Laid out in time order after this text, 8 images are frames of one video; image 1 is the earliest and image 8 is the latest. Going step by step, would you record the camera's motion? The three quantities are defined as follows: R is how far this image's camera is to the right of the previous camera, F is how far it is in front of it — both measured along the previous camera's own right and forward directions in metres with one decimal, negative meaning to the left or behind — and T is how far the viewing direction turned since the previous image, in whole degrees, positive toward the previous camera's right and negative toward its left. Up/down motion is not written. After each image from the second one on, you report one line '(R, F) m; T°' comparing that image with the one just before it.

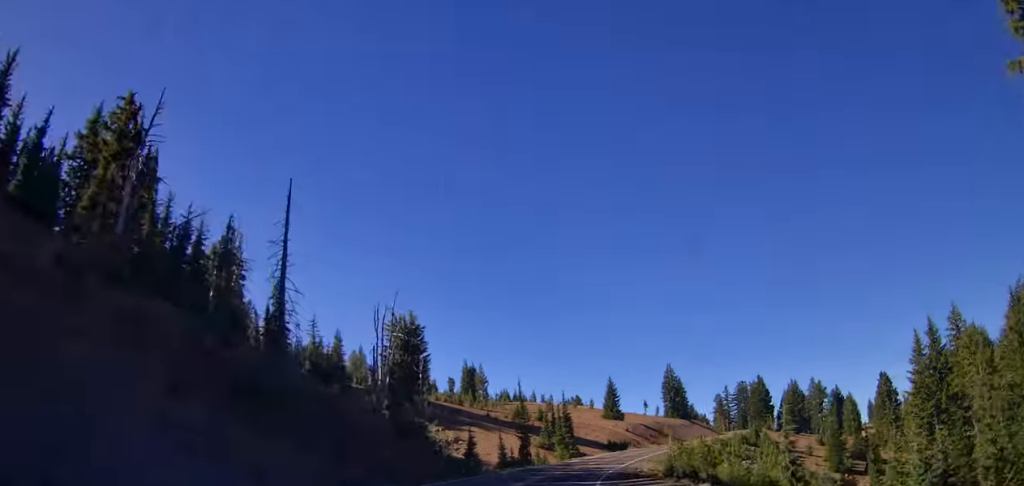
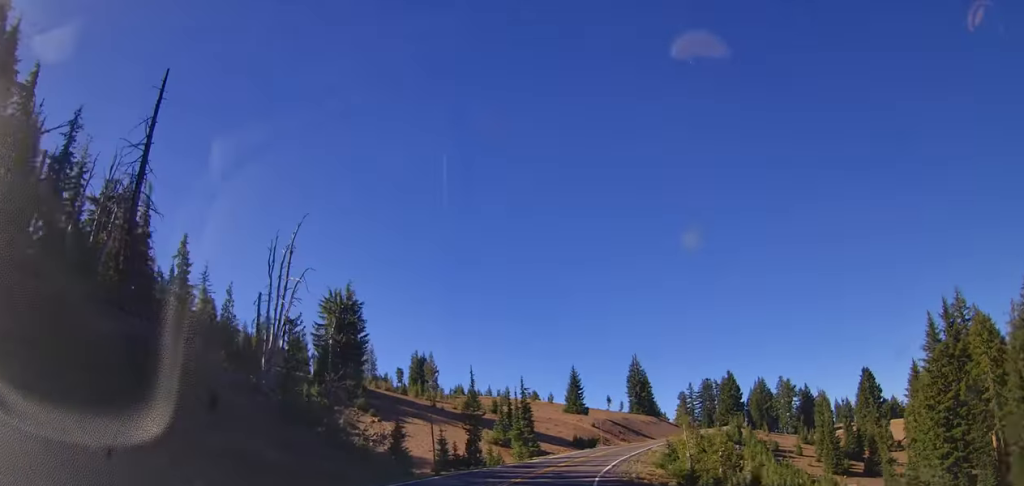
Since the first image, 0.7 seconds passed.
(+2.1, +13.3) m; +8°
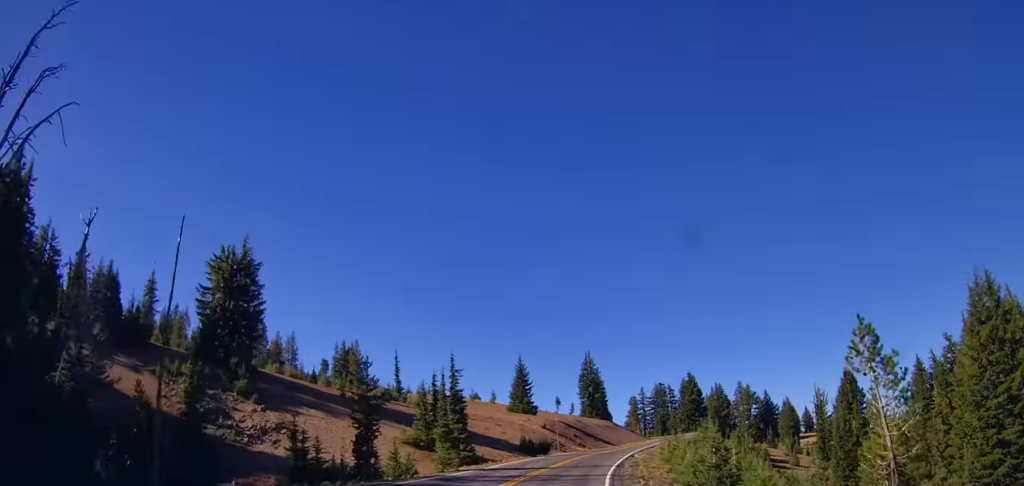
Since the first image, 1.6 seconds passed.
(+0.3, +18.7) m; +1°
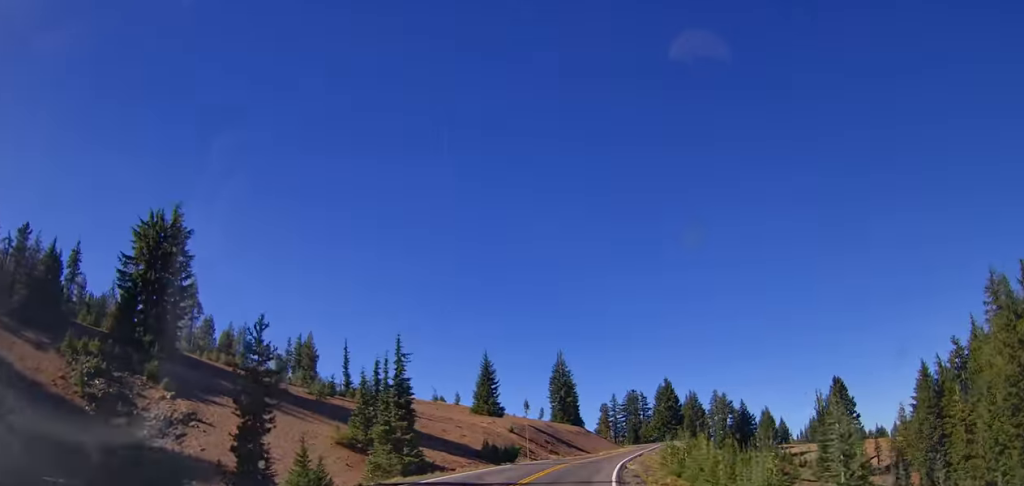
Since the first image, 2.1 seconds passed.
(0.0, +9.9) m; 0°
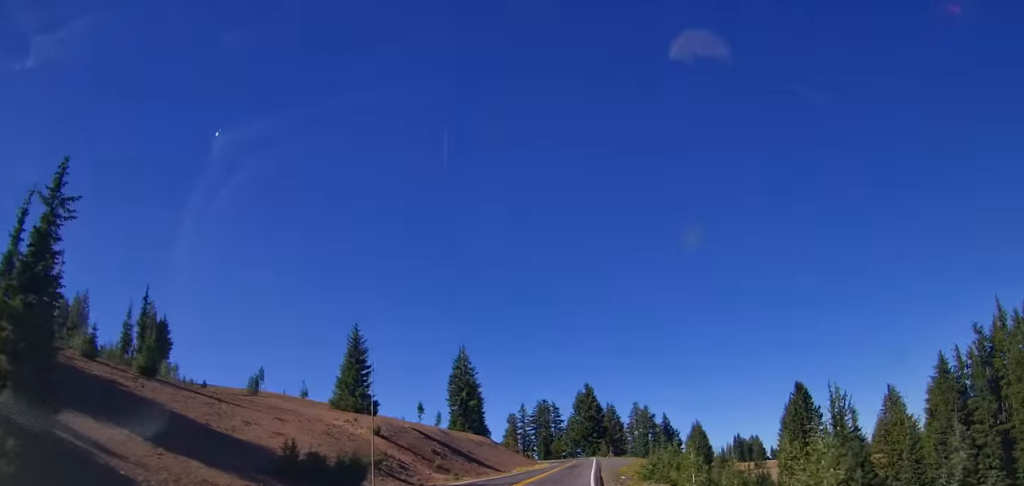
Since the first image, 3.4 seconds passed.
(0.0, +25.6) m; 0°
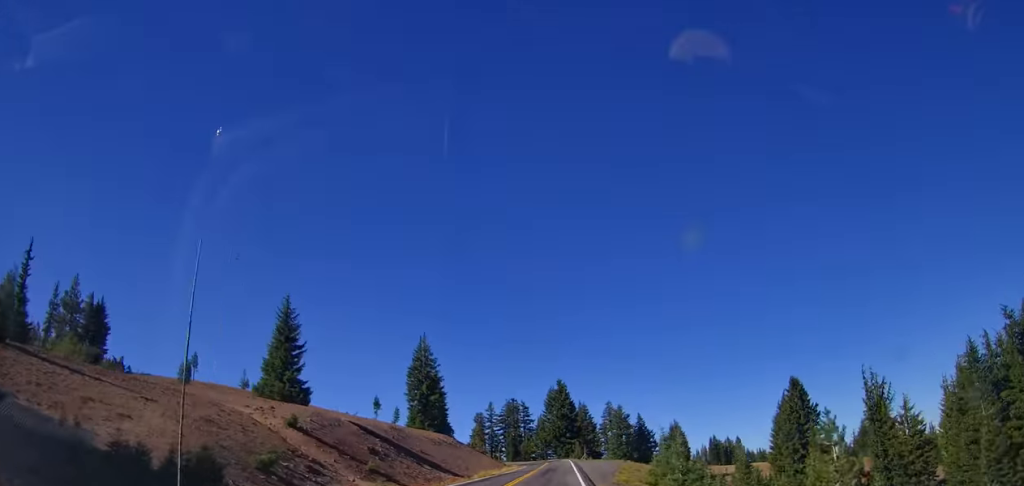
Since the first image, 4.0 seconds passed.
(0.0, +11.1) m; 0°
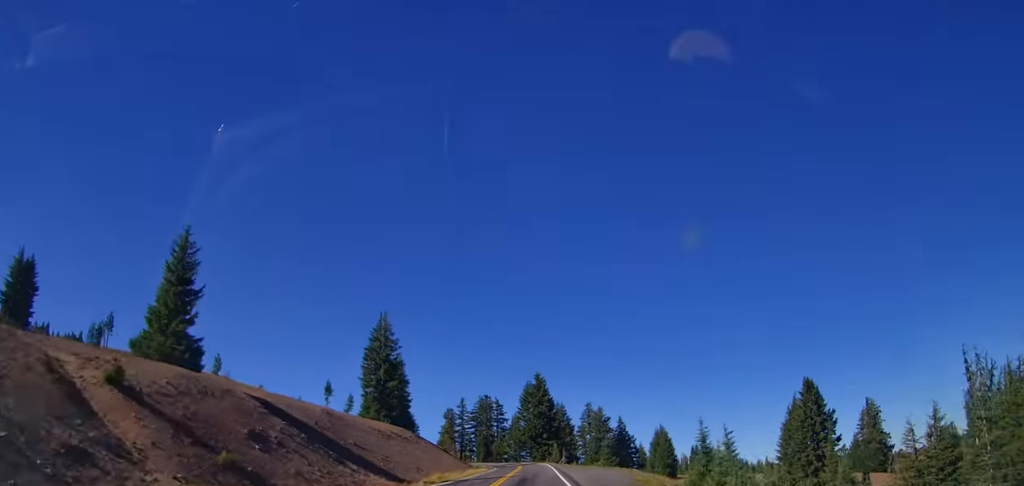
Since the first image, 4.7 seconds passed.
(0.0, +14.3) m; 0°
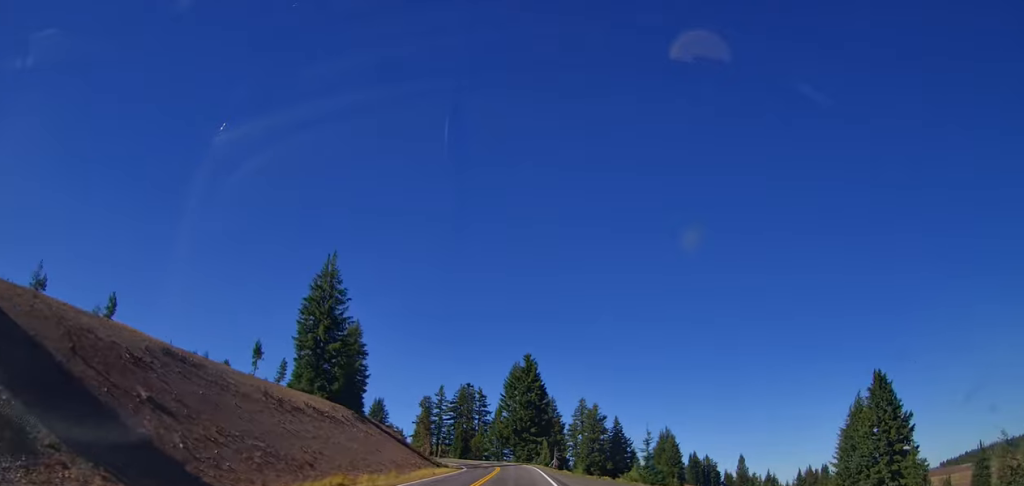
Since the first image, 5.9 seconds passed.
(0.0, +22.6) m; 0°
